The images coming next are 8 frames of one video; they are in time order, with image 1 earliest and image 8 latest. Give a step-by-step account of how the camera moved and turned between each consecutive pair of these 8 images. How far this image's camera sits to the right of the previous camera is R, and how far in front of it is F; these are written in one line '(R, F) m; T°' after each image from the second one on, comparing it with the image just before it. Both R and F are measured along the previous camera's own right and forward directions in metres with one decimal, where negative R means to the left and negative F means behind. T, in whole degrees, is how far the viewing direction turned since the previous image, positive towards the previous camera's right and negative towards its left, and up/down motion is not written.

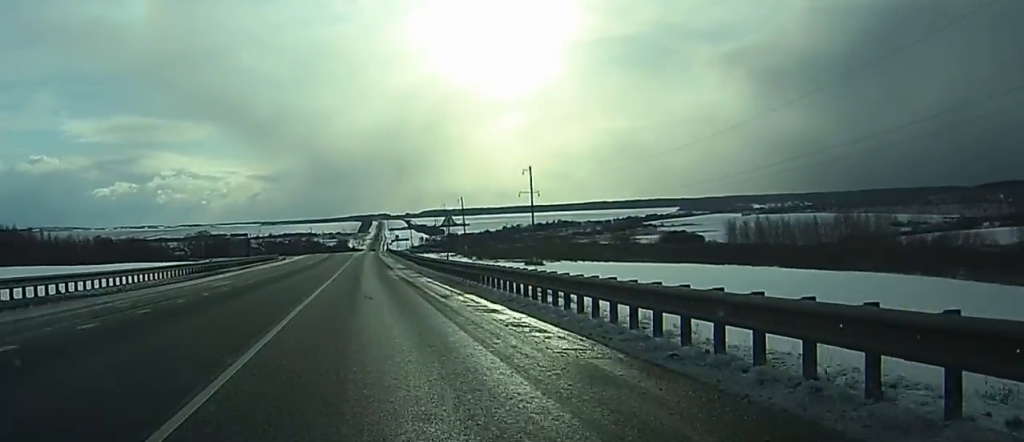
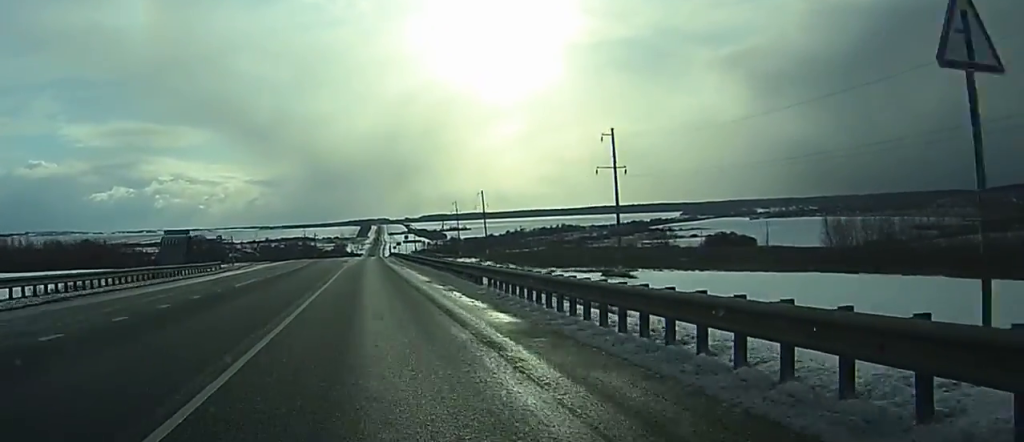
(-0.1, +41.6) m; 0°
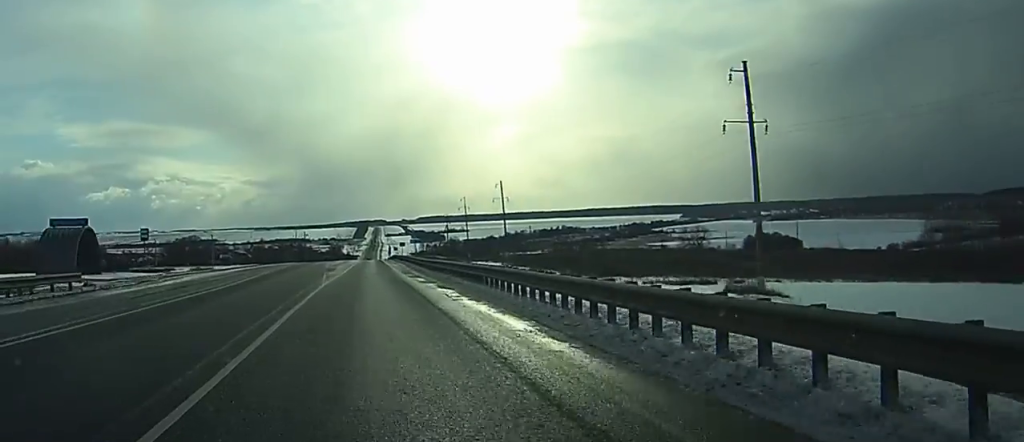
(-0.1, +30.3) m; 0°
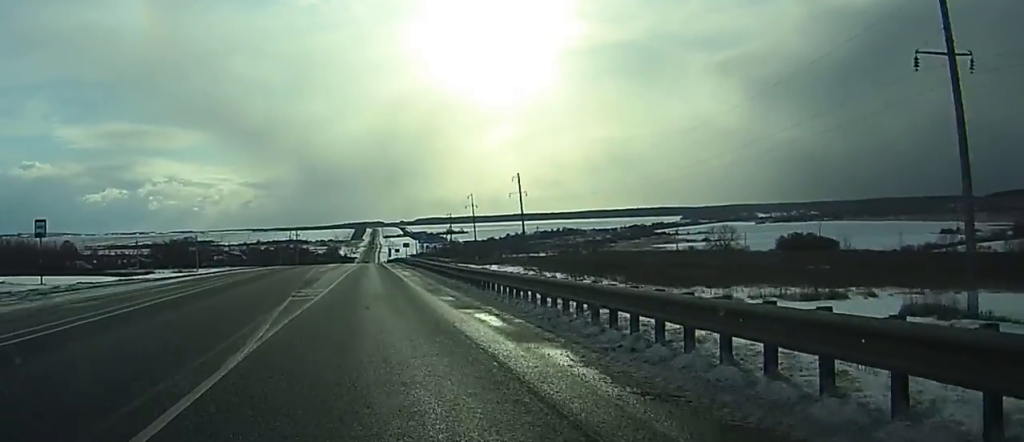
(0.0, +19.9) m; 0°
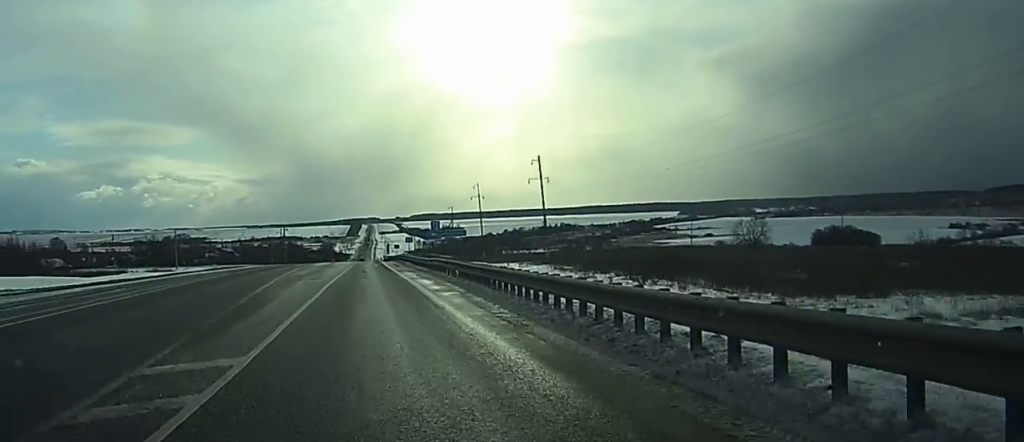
(0.0, +20.0) m; 0°
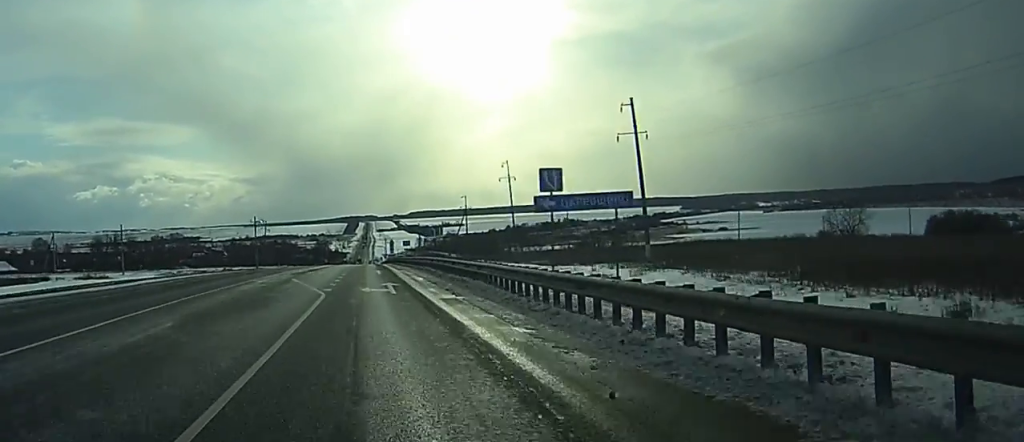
(+0.3, +44.0) m; 0°
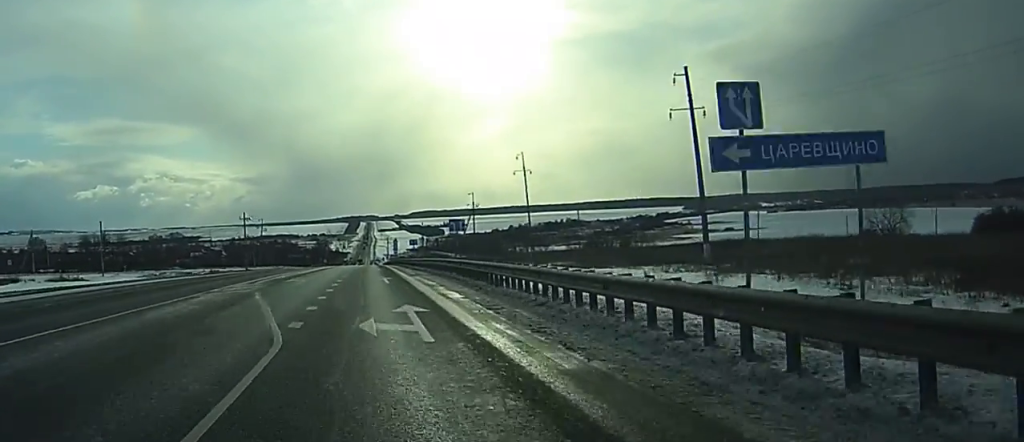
(0.0, +13.4) m; 0°
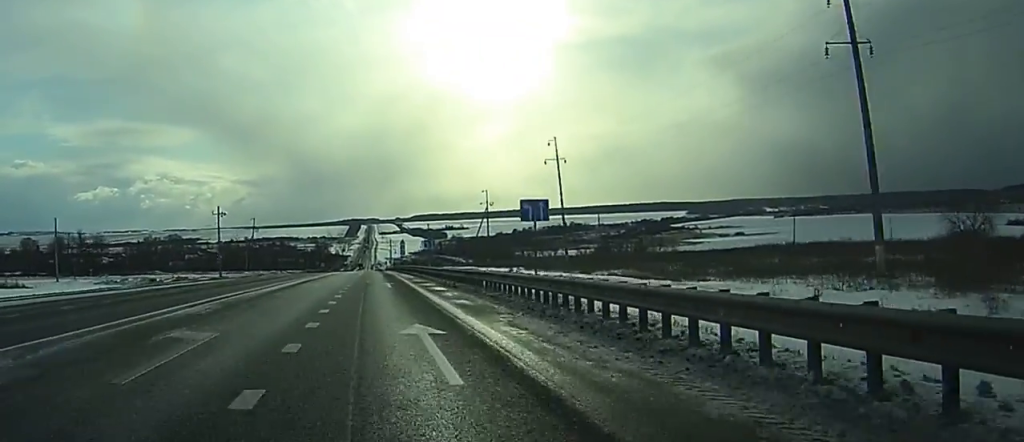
(0.0, +23.0) m; 0°
